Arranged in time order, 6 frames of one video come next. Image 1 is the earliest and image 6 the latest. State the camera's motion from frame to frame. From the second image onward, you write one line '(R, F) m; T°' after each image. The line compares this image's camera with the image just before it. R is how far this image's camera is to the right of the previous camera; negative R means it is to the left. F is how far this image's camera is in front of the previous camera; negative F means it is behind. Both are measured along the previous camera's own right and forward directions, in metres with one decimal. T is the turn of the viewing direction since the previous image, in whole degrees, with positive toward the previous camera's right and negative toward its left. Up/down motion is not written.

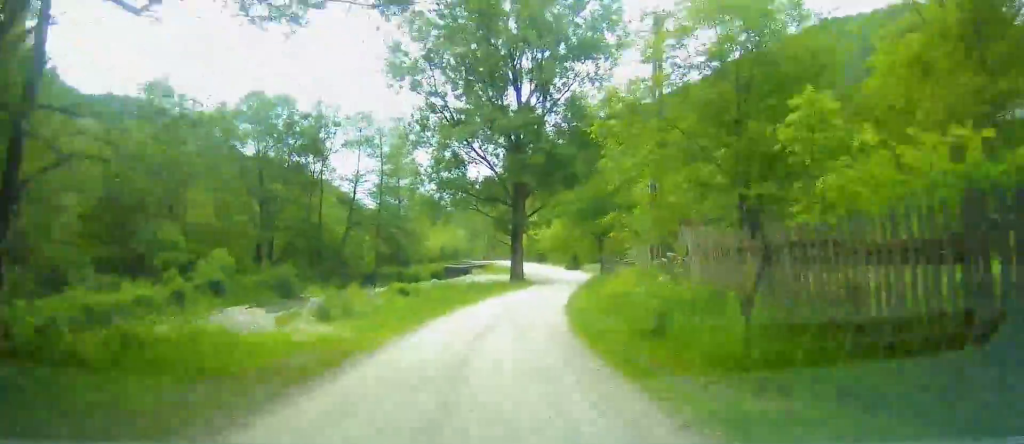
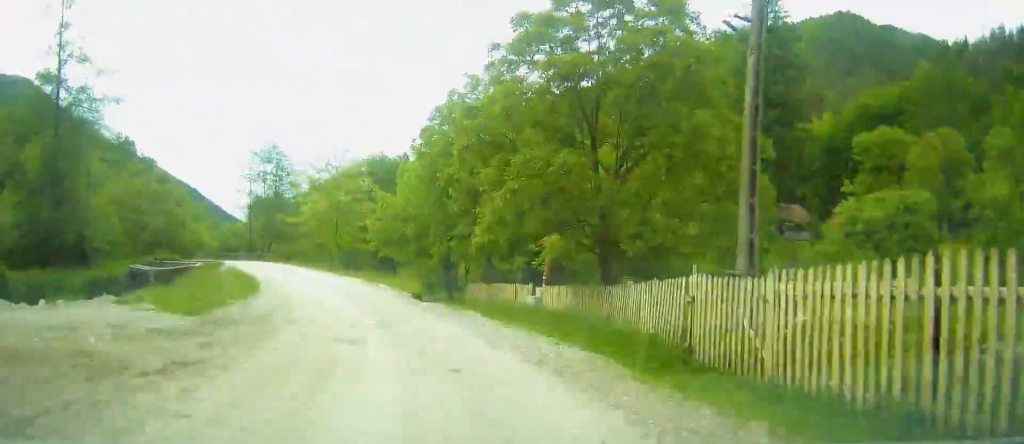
(+1.5, +53.7) m; -10°
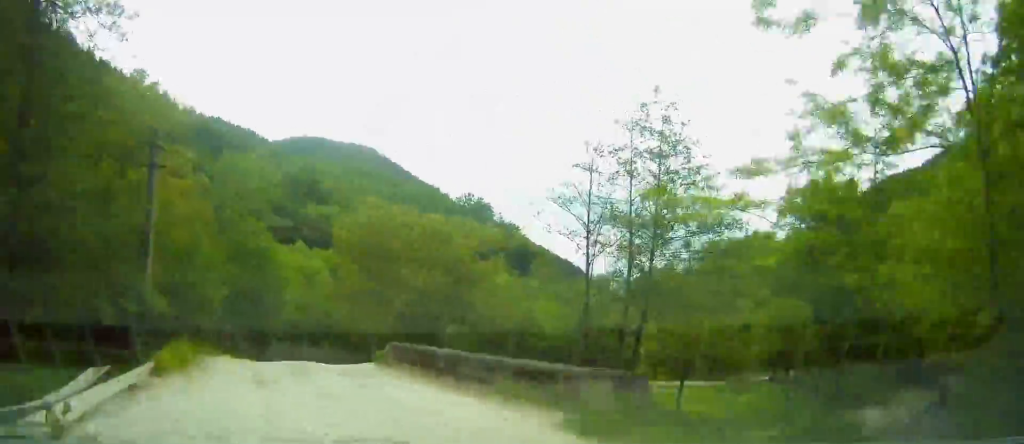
(-5.4, +29.6) m; -11°
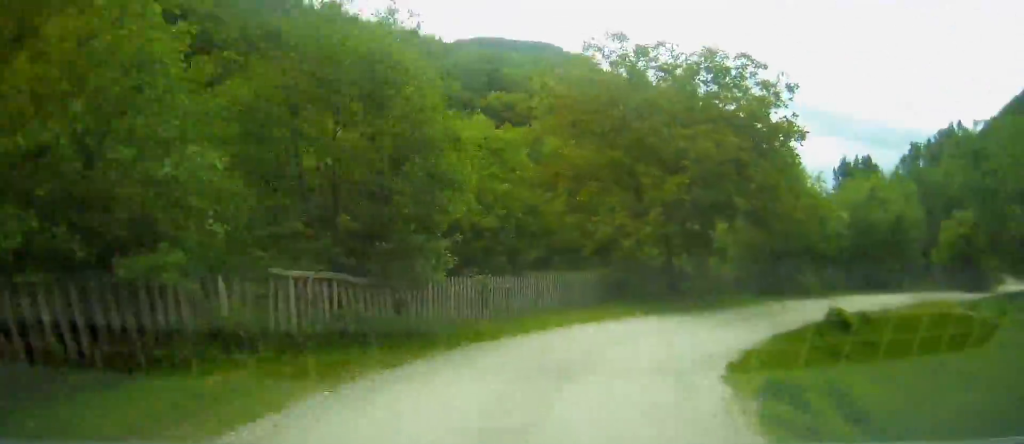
(-2.3, +23.1) m; +13°
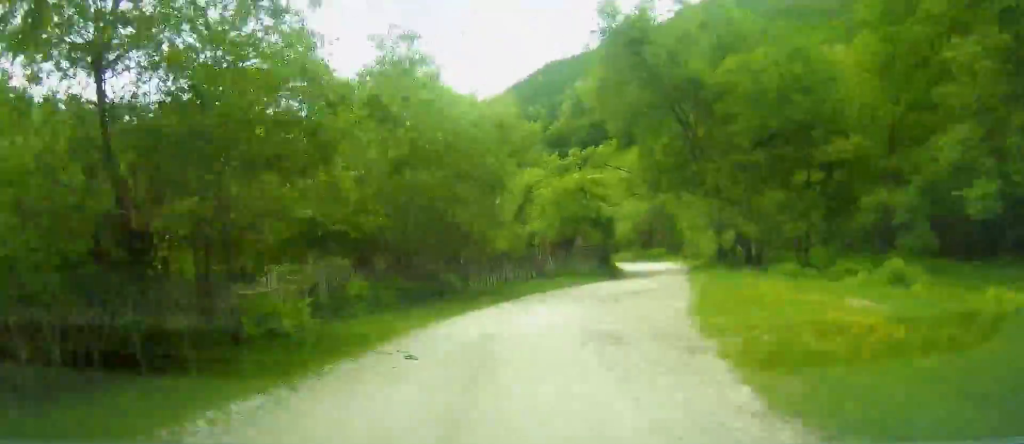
(+8.5, +29.3) m; +19°
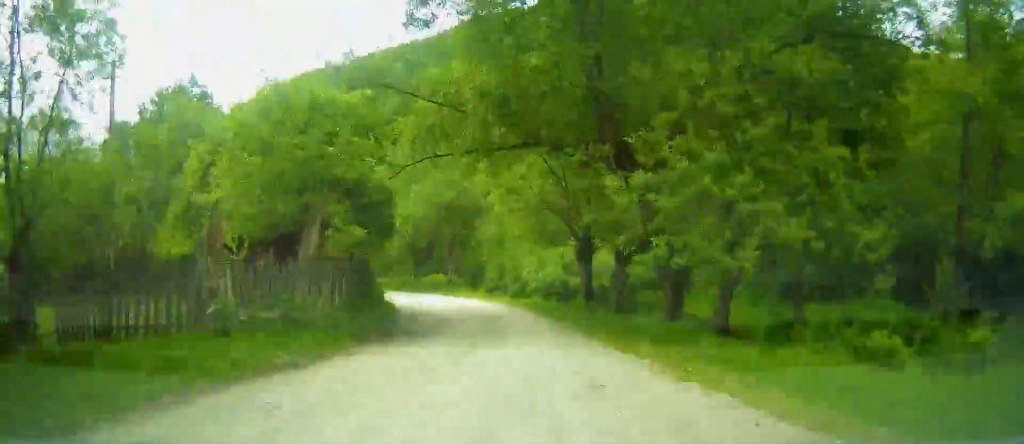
(+1.5, +19.0) m; +1°
